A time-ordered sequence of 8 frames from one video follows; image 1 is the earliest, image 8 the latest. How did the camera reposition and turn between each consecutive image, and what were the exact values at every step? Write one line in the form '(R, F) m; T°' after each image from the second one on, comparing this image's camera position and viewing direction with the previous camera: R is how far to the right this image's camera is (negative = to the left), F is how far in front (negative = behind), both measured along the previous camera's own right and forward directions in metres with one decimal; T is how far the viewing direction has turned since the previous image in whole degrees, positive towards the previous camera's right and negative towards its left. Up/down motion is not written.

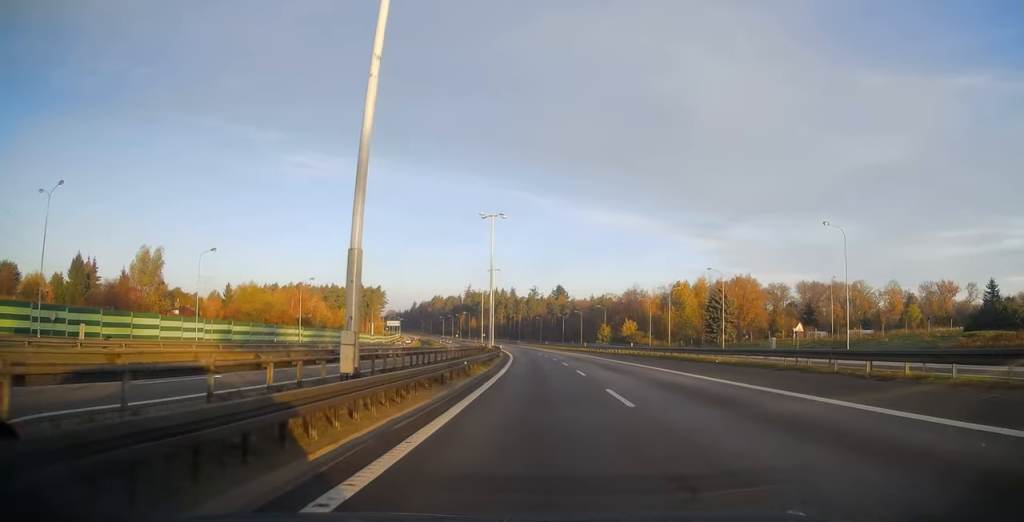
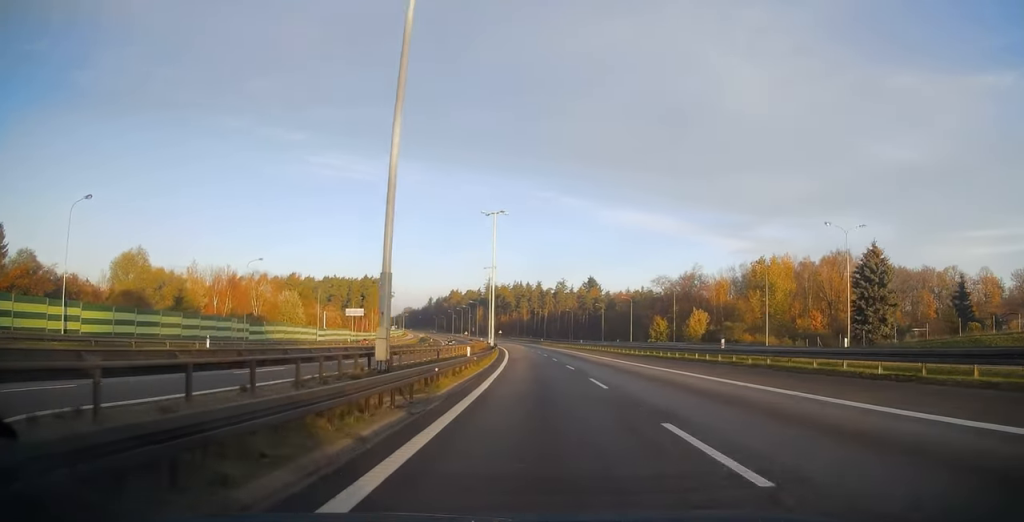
(-1.1, +54.5) m; -3°
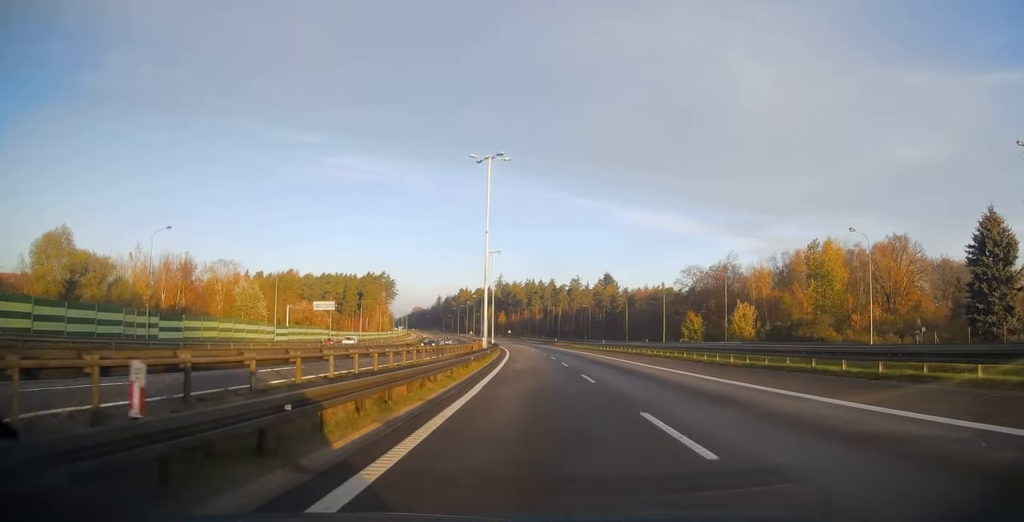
(-0.3, +22.1) m; -1°
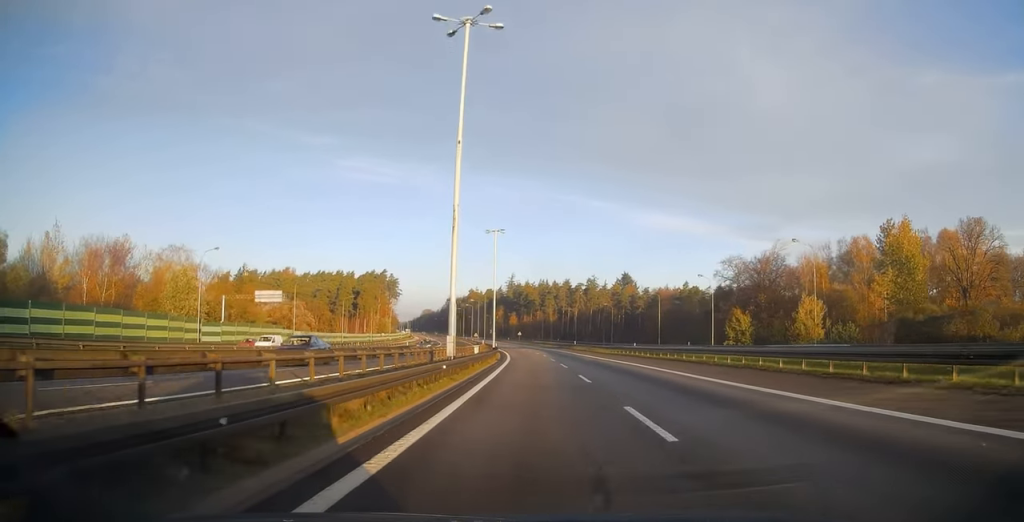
(-0.3, +23.2) m; -1°
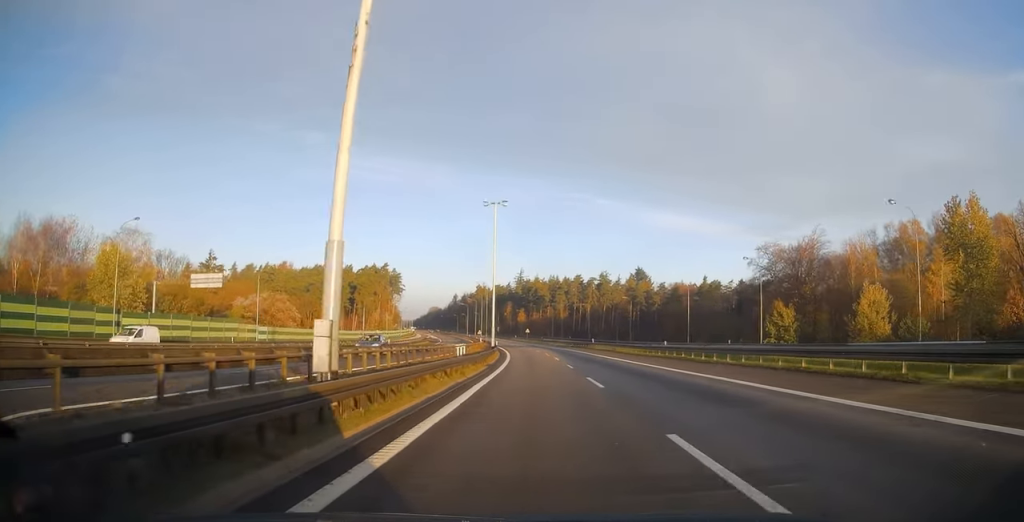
(0.0, +15.6) m; -1°
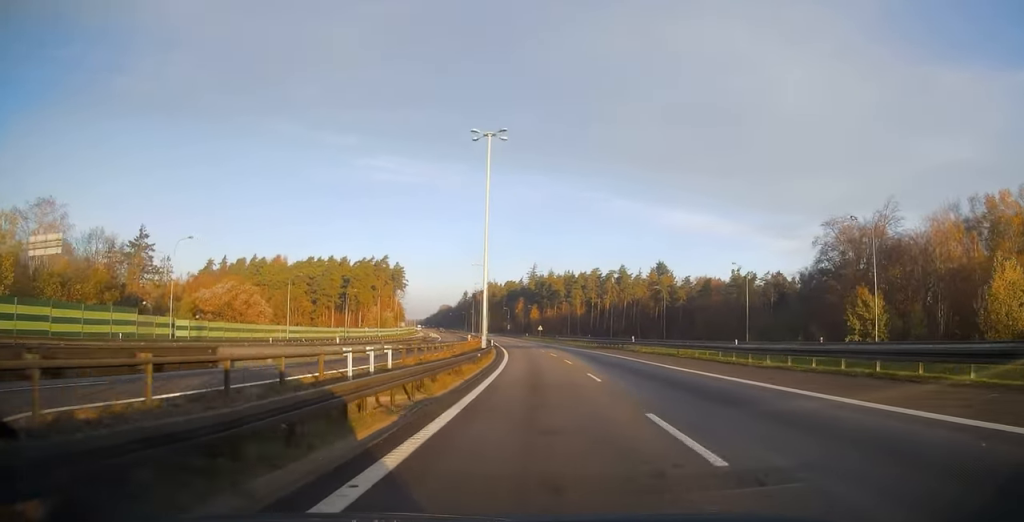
(-0.4, +22.6) m; -2°
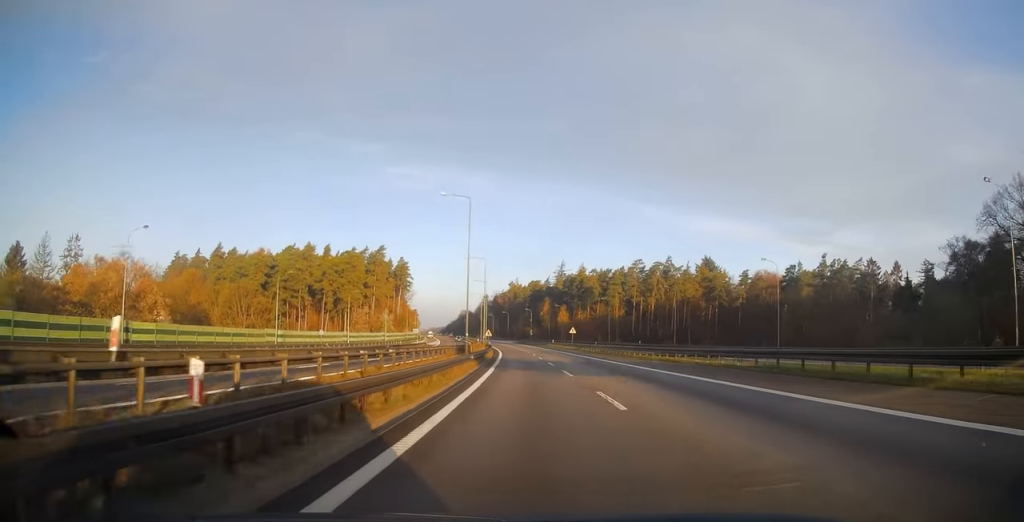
(-1.0, +43.6) m; -2°
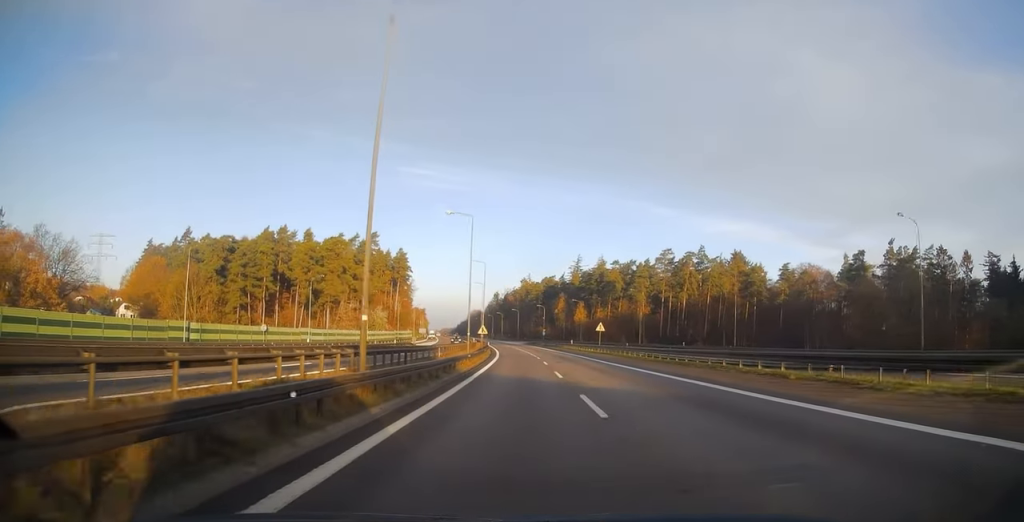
(-0.2, +25.3) m; -1°
